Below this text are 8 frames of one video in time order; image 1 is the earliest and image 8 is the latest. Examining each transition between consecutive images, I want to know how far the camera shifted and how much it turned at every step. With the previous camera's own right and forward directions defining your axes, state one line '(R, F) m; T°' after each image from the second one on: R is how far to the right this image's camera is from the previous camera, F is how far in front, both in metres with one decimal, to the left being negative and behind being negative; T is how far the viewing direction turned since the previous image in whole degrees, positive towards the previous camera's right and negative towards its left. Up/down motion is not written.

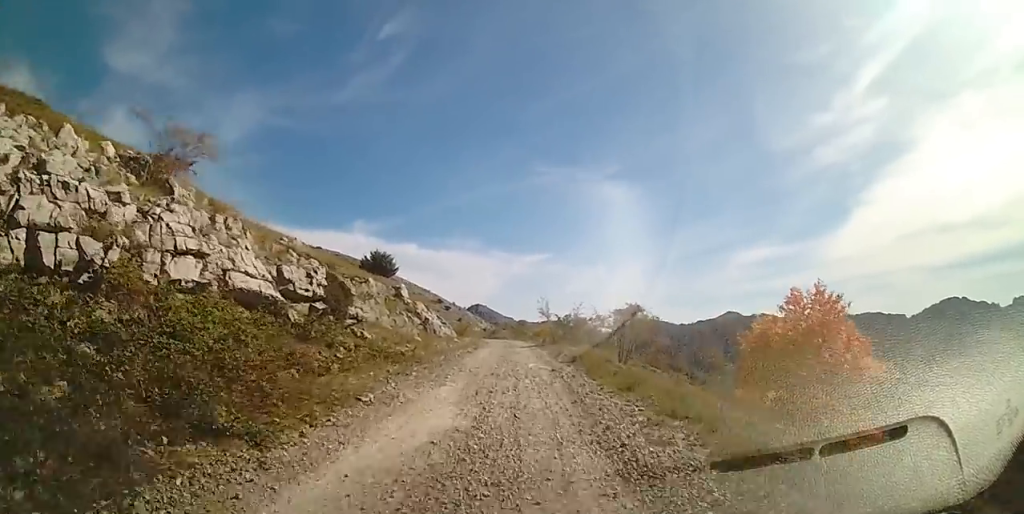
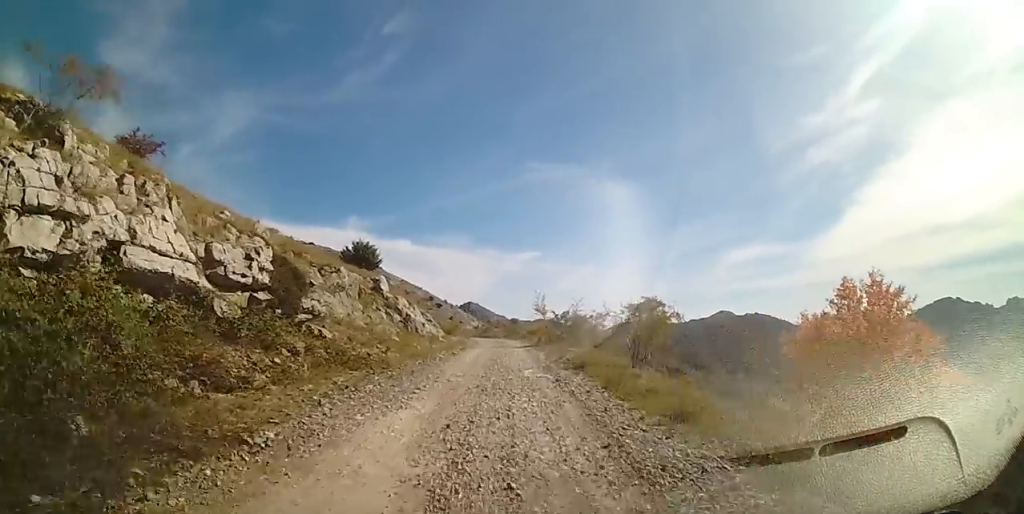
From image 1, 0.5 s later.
(+0.3, +3.6) m; -2°
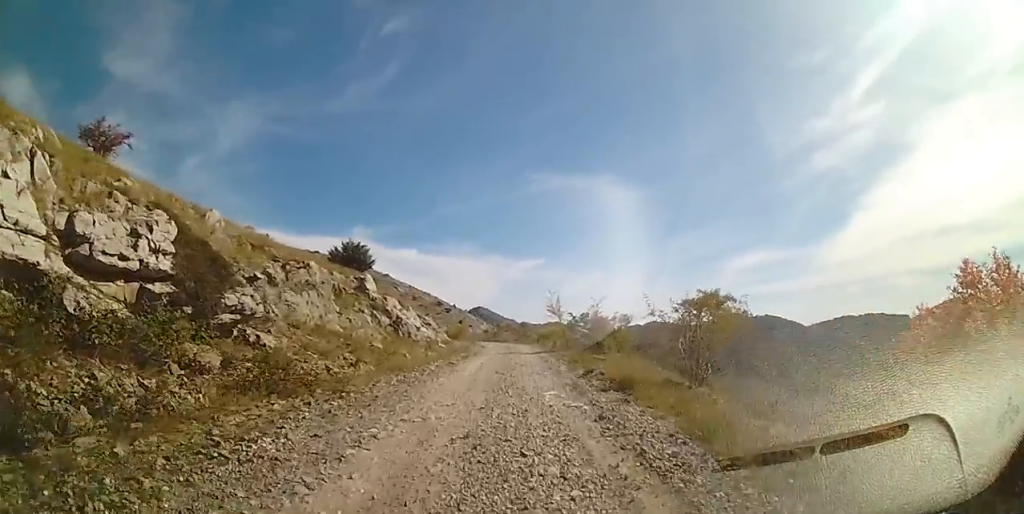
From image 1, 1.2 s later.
(0.0, +4.7) m; -3°
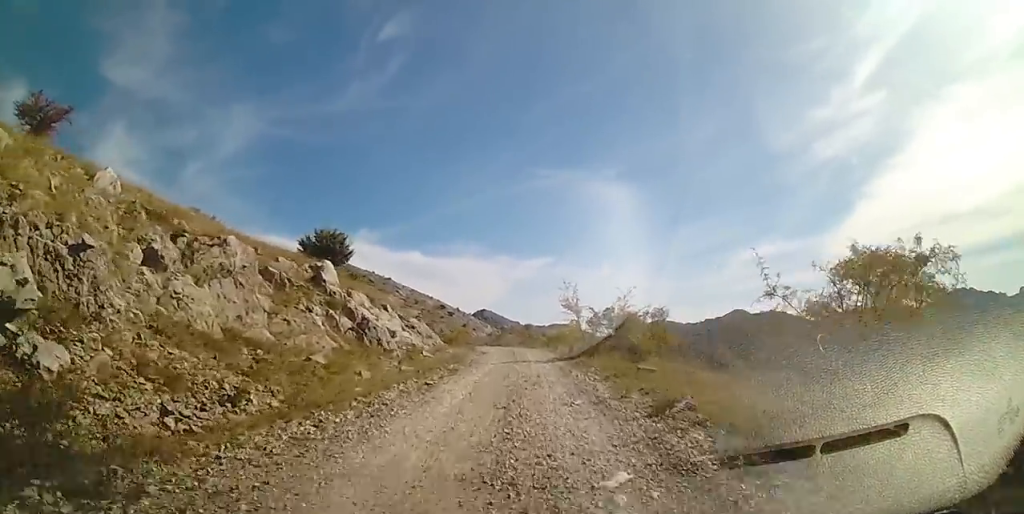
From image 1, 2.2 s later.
(-0.6, +6.4) m; -1°
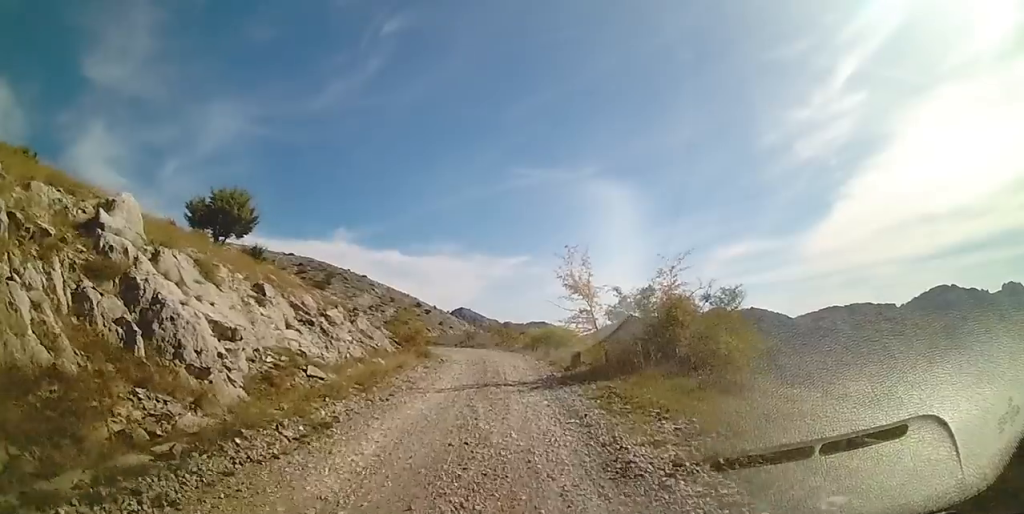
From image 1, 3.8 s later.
(+1.2, +10.3) m; +6°
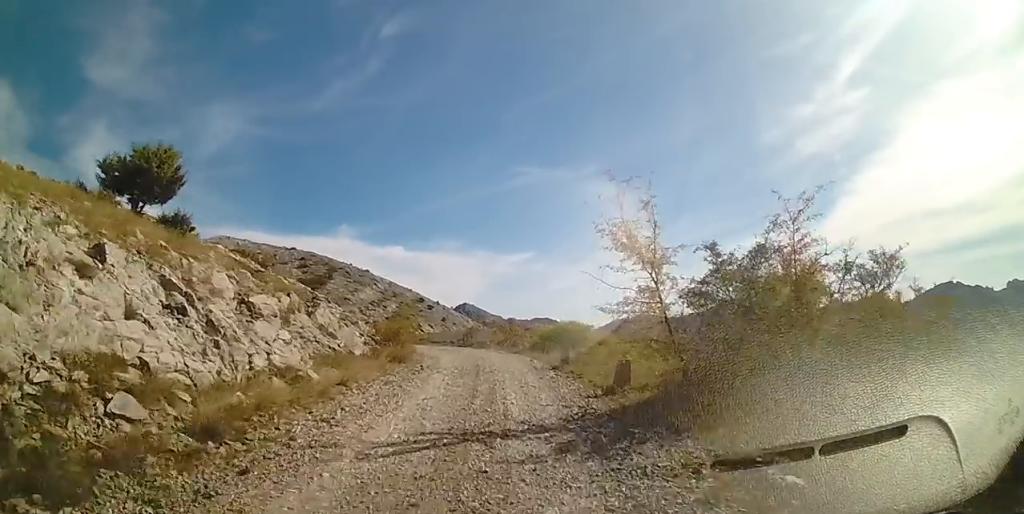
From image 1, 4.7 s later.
(-0.2, +6.3) m; -3°
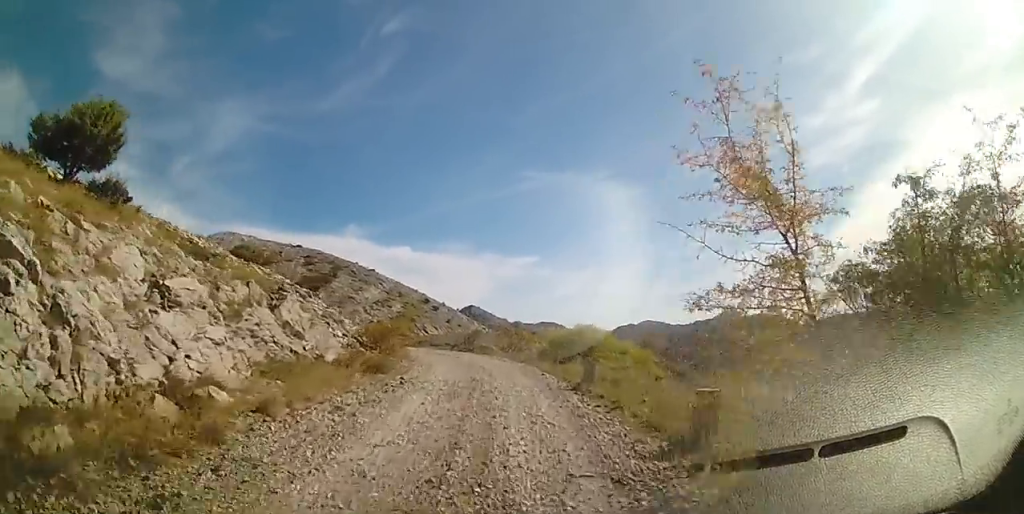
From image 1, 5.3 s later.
(-0.1, +4.0) m; -1°
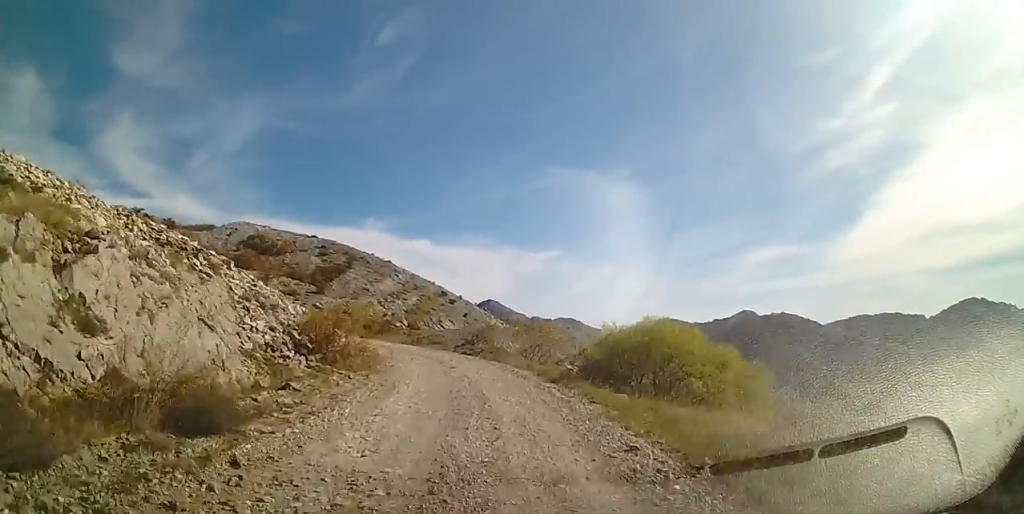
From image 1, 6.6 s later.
(-0.1, +9.9) m; 0°
